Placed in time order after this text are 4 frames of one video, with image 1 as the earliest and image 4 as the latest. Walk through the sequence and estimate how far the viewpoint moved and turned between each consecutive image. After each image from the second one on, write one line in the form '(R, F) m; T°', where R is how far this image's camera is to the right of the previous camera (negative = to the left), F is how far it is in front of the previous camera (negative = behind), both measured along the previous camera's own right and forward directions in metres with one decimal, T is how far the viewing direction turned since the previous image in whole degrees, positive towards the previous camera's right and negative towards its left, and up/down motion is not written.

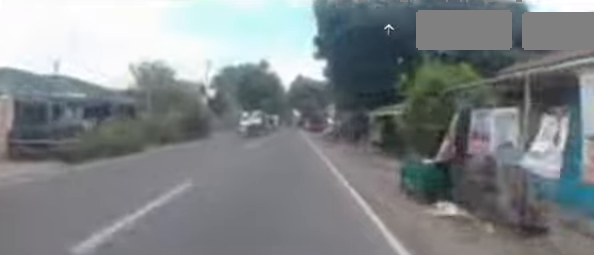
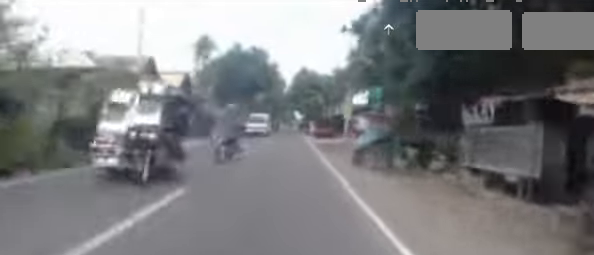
(-0.4, +8.9) m; 0°
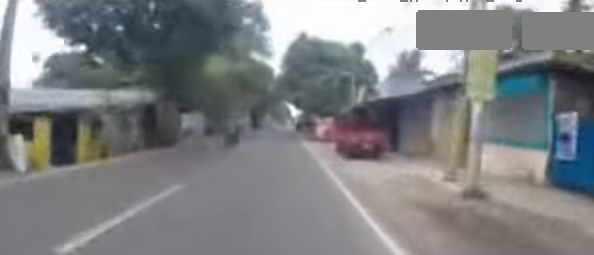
(+1.1, +18.2) m; +6°
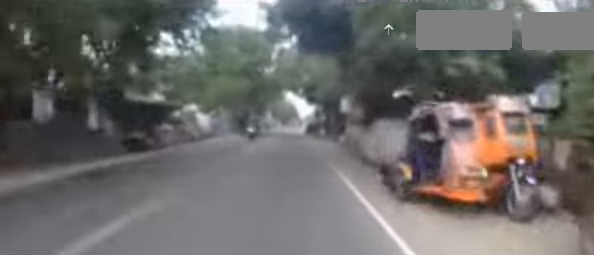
(-0.4, +19.9) m; -3°
